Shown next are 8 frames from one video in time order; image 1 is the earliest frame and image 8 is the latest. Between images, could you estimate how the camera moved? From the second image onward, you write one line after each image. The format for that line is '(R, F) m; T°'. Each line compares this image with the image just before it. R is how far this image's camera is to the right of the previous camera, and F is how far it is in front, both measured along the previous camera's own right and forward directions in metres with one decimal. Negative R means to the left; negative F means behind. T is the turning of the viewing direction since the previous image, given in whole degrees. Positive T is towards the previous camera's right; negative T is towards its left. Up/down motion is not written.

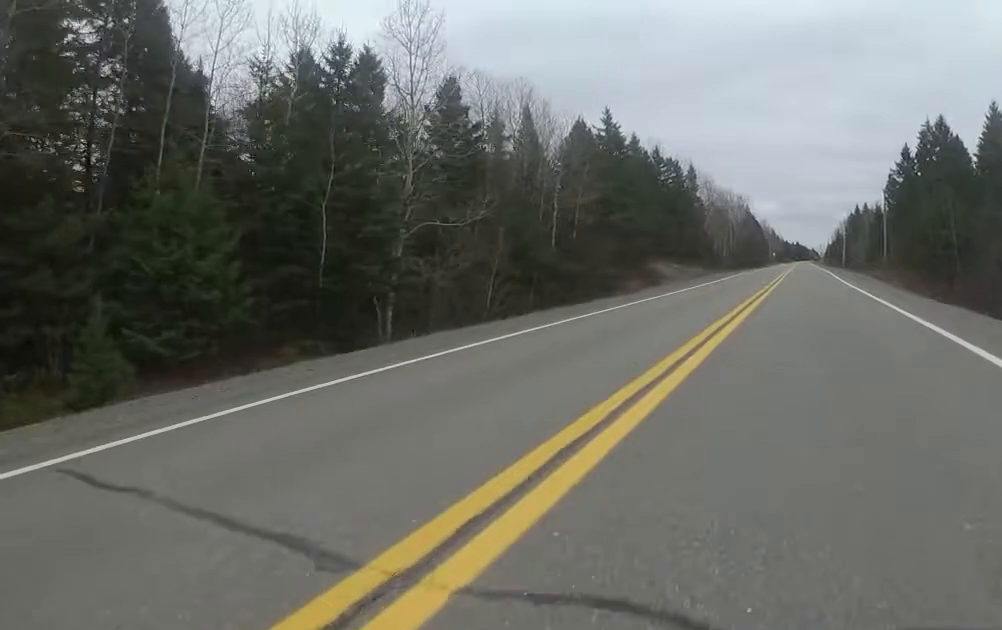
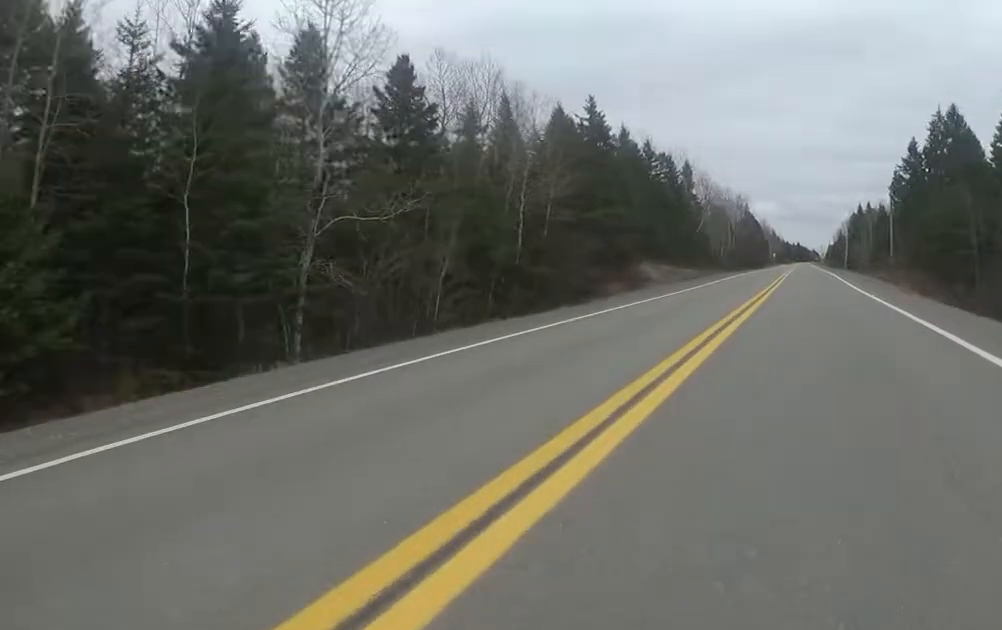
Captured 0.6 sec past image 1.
(0.0, +4.3) m; 0°
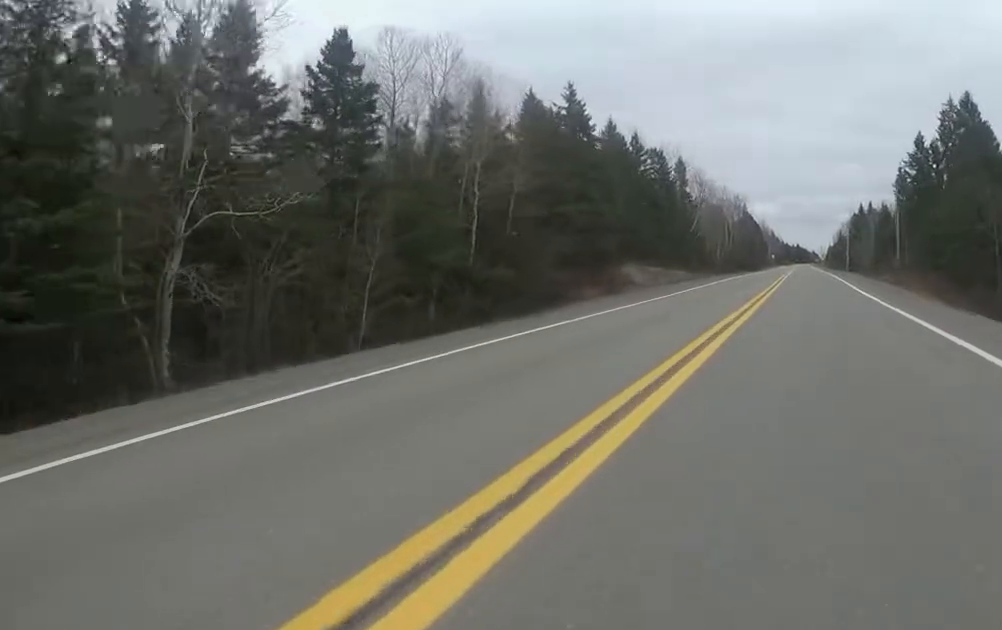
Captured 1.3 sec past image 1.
(0.0, +4.3) m; 0°
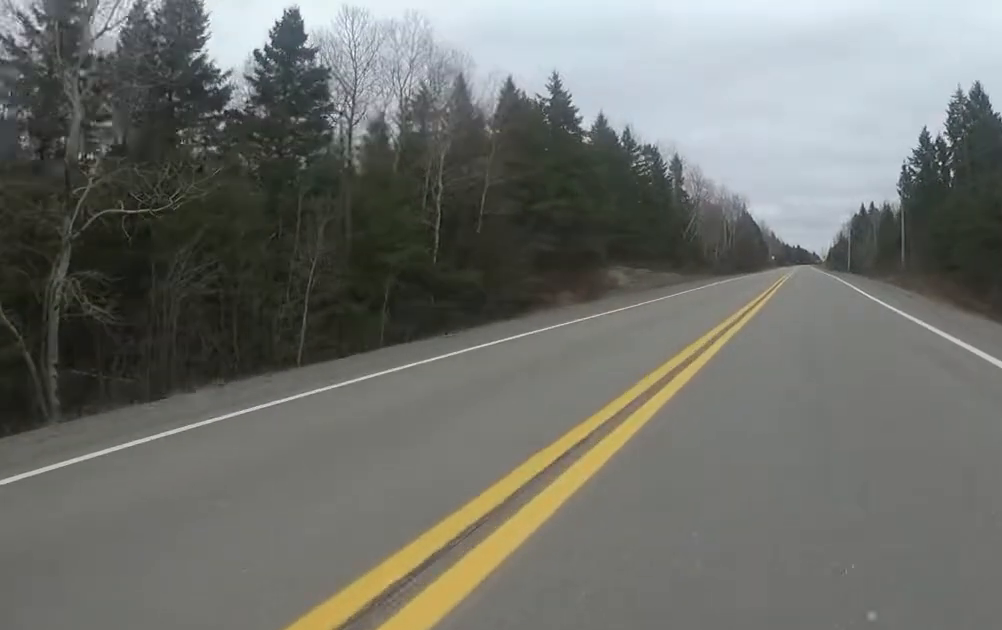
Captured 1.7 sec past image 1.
(0.0, +2.7) m; 0°
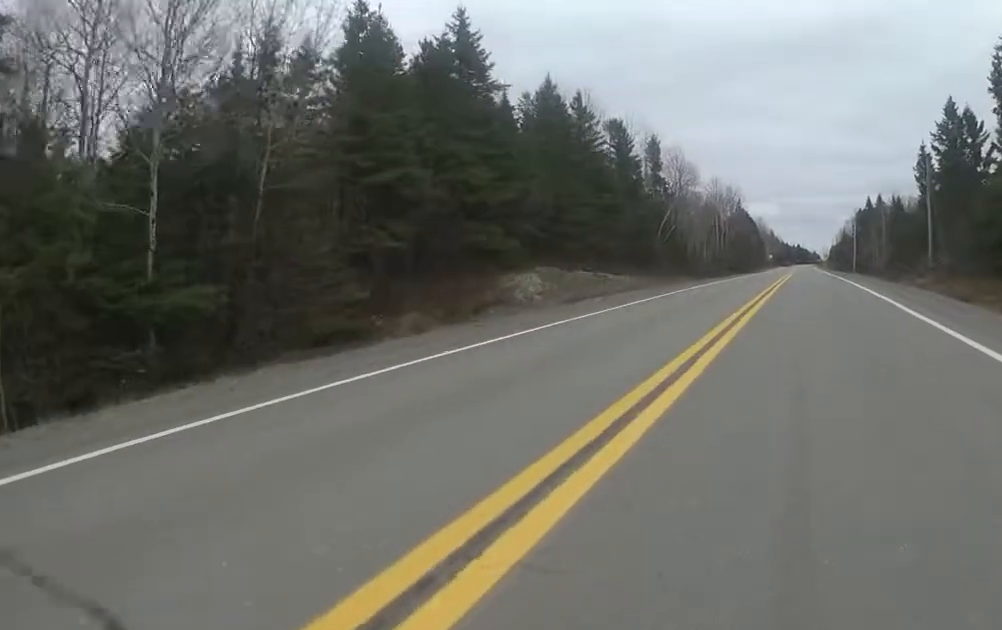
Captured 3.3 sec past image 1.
(0.0, +10.9) m; 0°
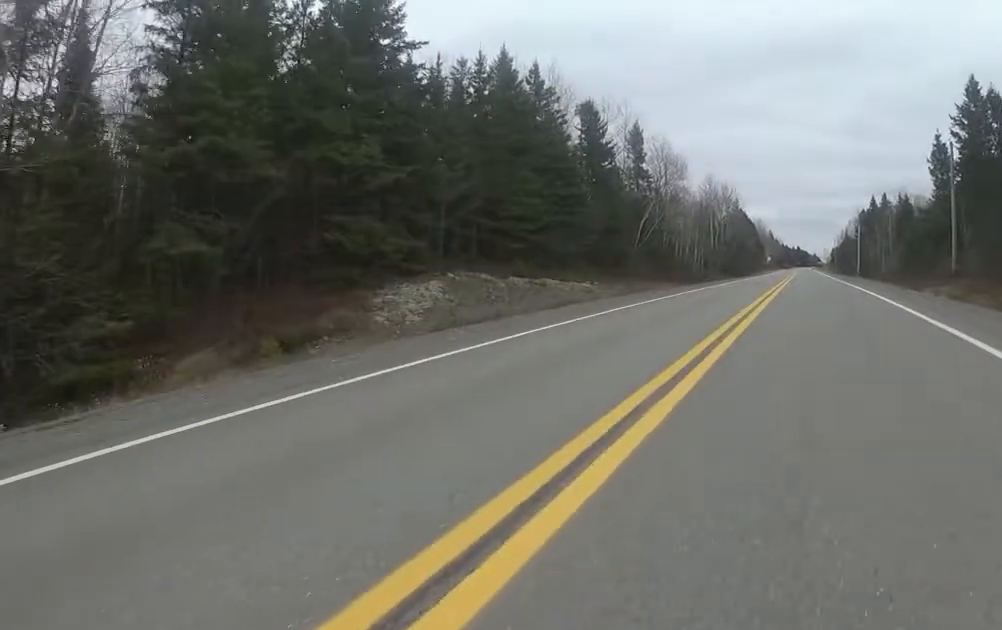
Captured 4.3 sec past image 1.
(0.0, +6.5) m; 0°
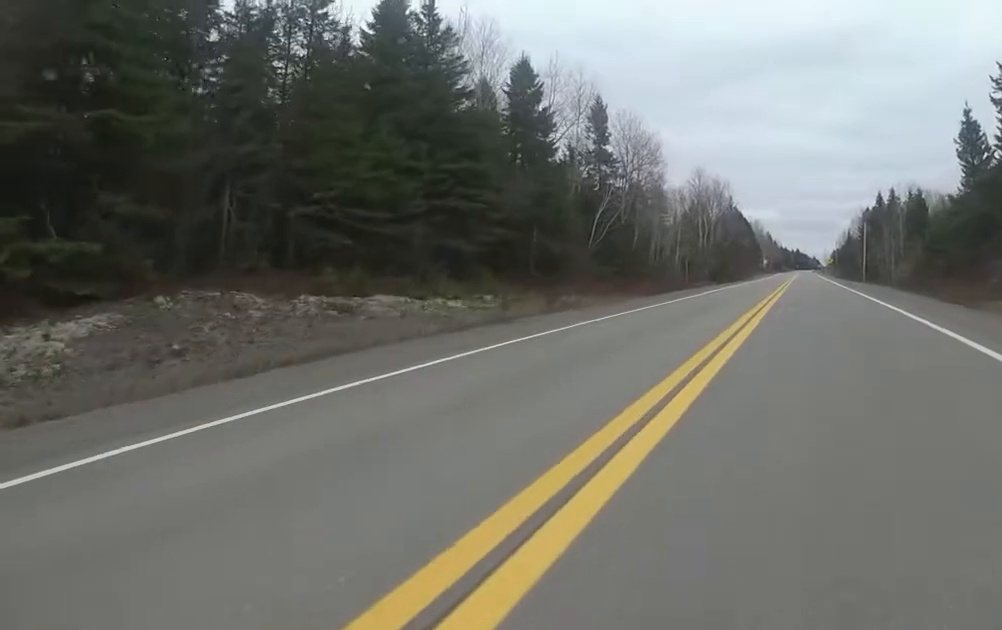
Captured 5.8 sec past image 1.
(+0.1, +10.1) m; +1°
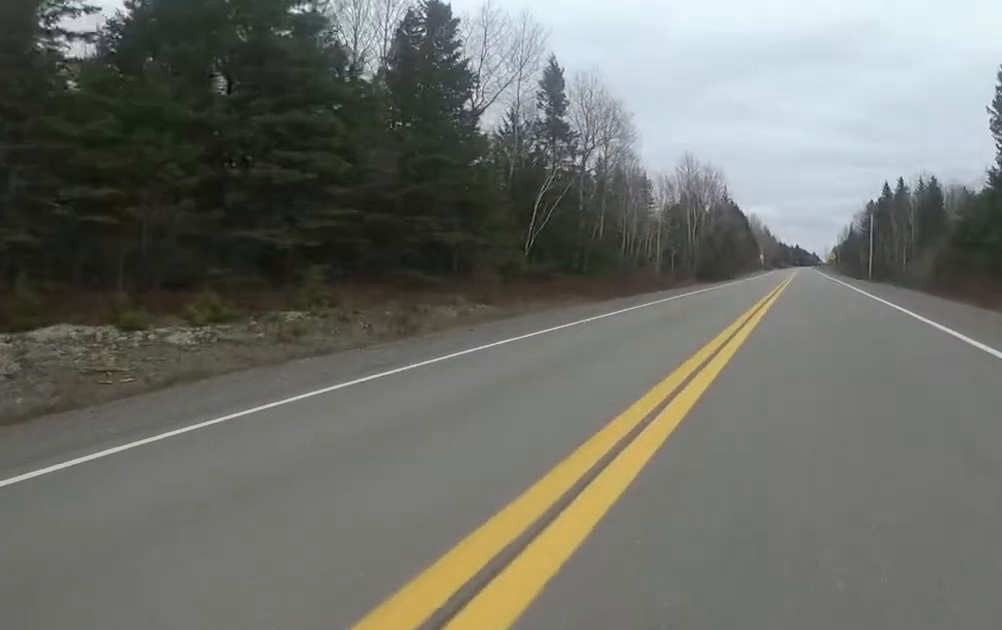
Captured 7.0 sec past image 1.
(+0.1, +8.6) m; 0°
